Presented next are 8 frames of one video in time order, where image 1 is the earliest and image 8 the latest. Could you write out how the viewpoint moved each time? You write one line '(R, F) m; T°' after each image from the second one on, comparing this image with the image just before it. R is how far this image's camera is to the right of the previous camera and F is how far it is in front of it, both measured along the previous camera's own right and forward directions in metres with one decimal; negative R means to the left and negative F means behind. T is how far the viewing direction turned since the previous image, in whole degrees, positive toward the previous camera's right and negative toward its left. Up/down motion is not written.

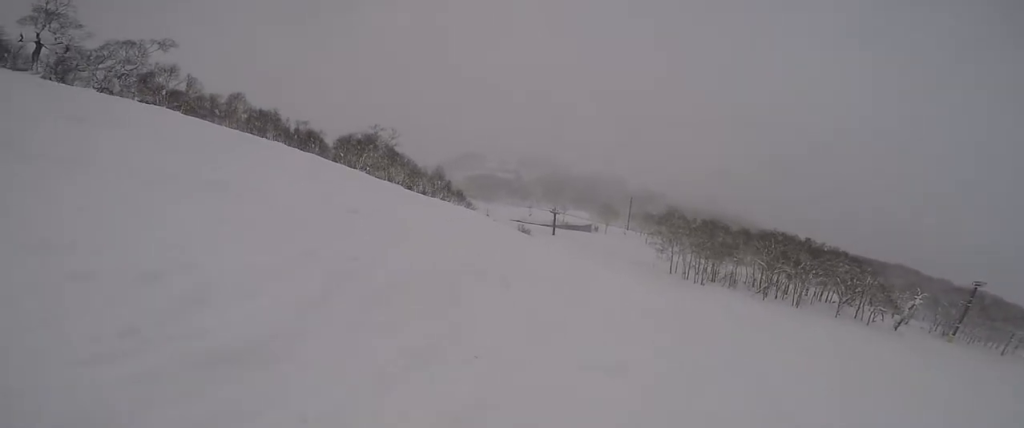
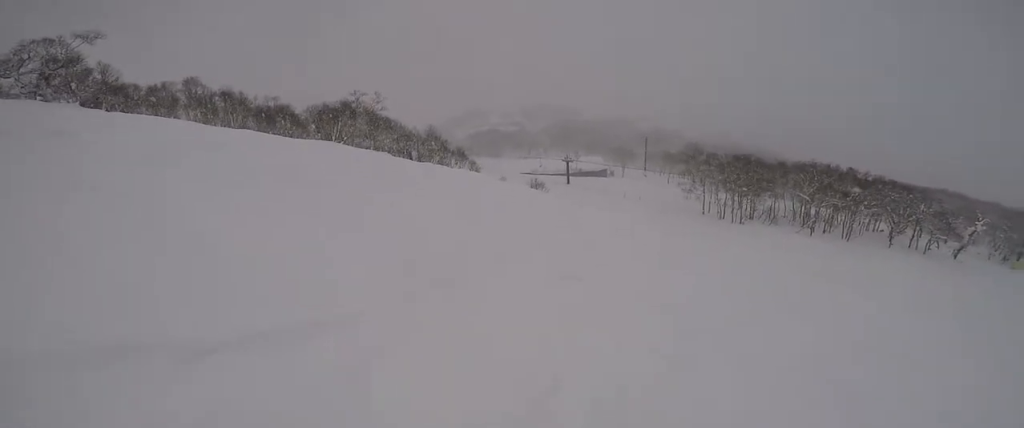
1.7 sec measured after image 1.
(+0.3, +6.4) m; +17°
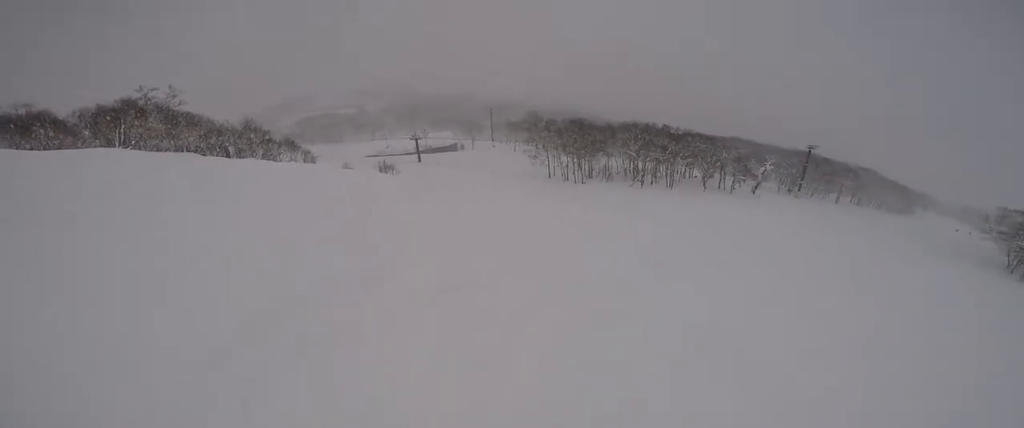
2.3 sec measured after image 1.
(+0.2, +2.0) m; +13°
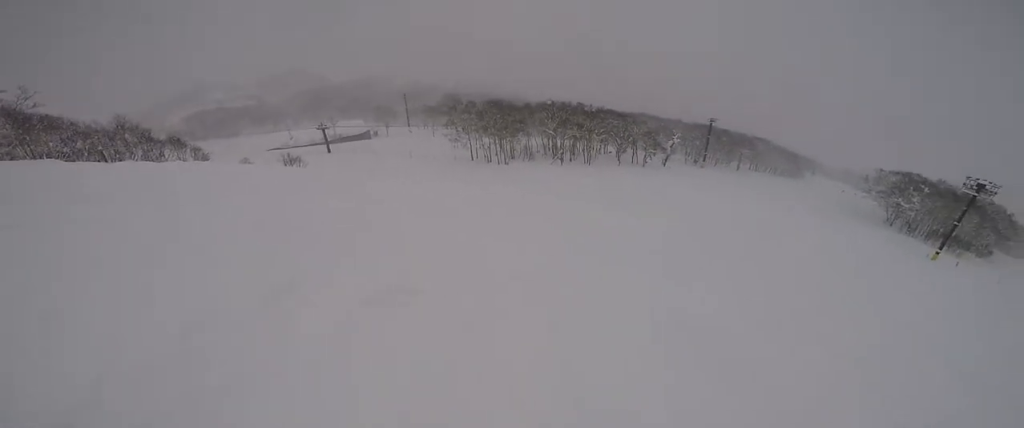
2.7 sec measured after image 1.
(+0.1, +1.8) m; +12°
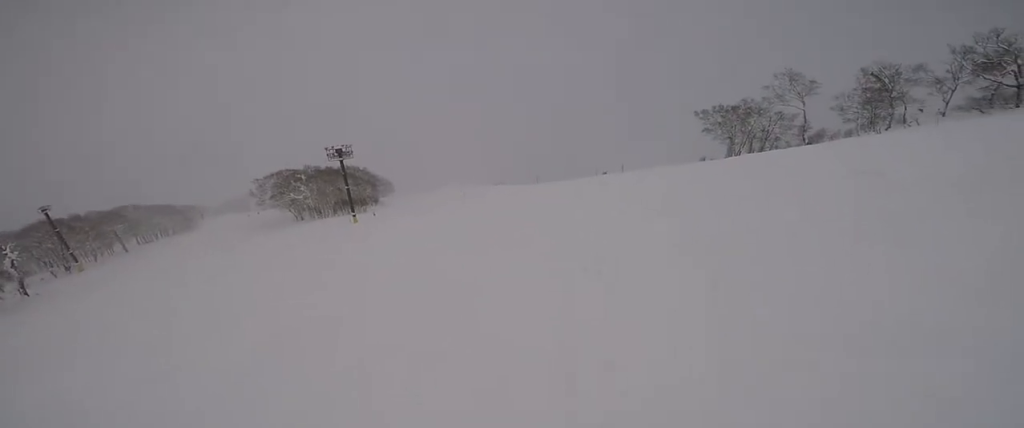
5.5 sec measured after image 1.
(+6.9, +5.9) m; +74°
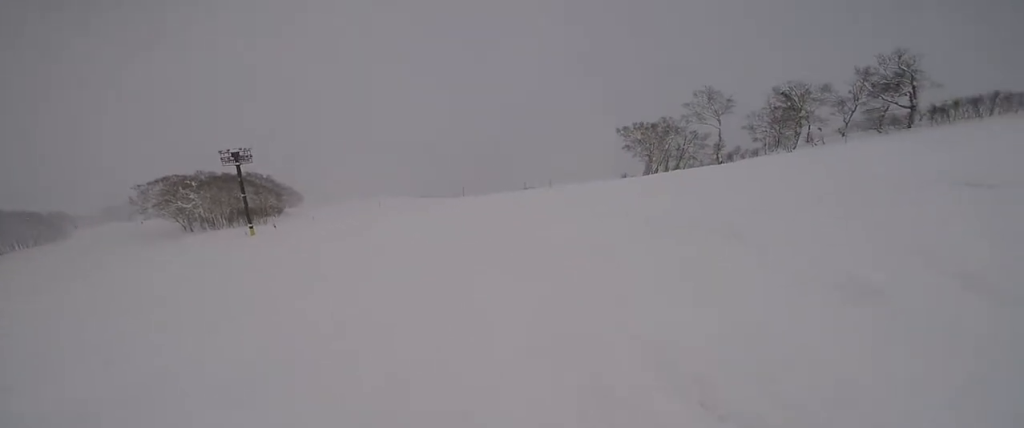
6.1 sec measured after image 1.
(-0.6, +2.4) m; +14°
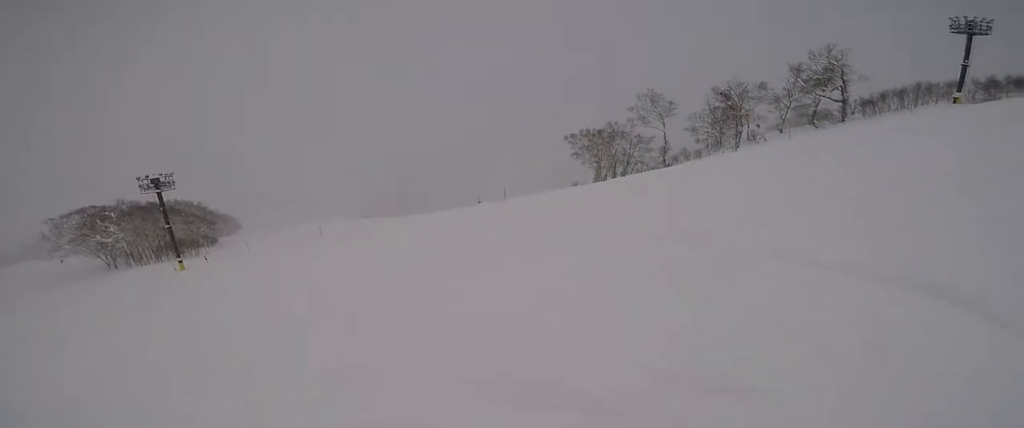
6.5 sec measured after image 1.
(+1.0, +1.9) m; +10°
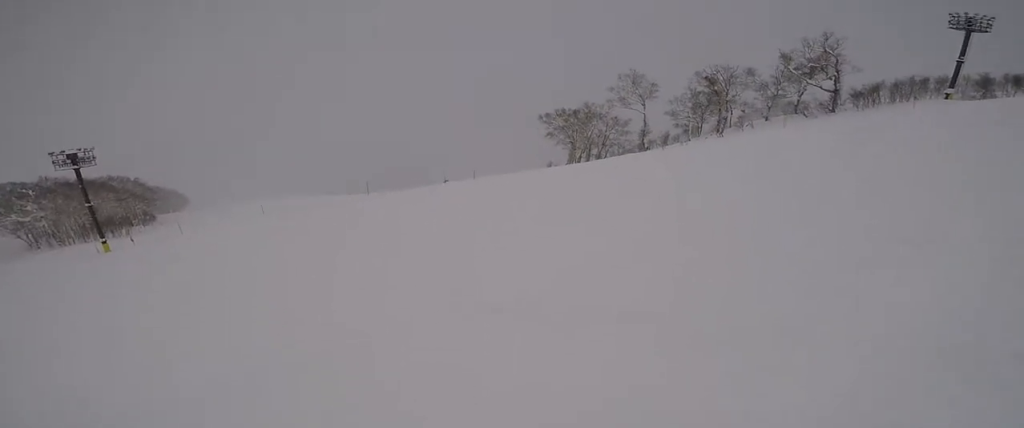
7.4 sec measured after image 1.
(+0.8, +3.9) m; +7°
